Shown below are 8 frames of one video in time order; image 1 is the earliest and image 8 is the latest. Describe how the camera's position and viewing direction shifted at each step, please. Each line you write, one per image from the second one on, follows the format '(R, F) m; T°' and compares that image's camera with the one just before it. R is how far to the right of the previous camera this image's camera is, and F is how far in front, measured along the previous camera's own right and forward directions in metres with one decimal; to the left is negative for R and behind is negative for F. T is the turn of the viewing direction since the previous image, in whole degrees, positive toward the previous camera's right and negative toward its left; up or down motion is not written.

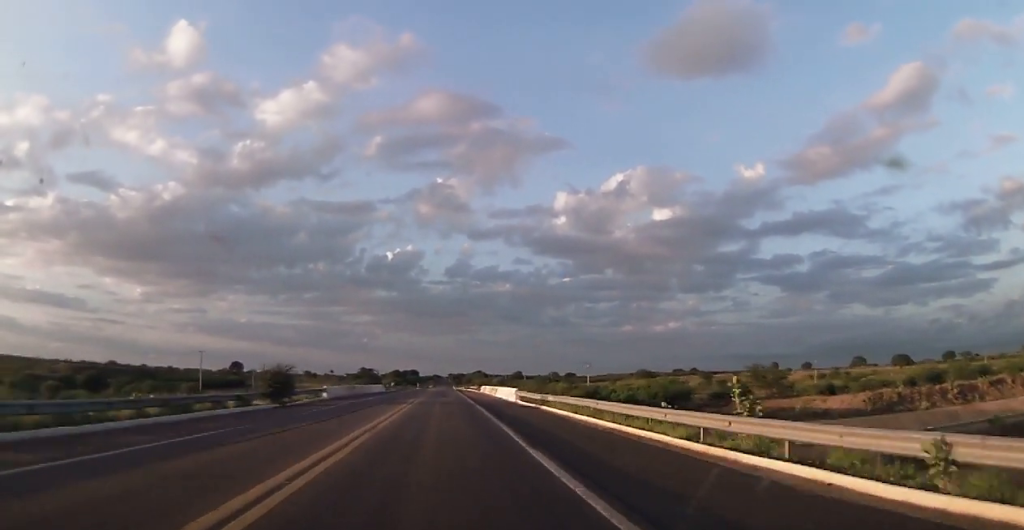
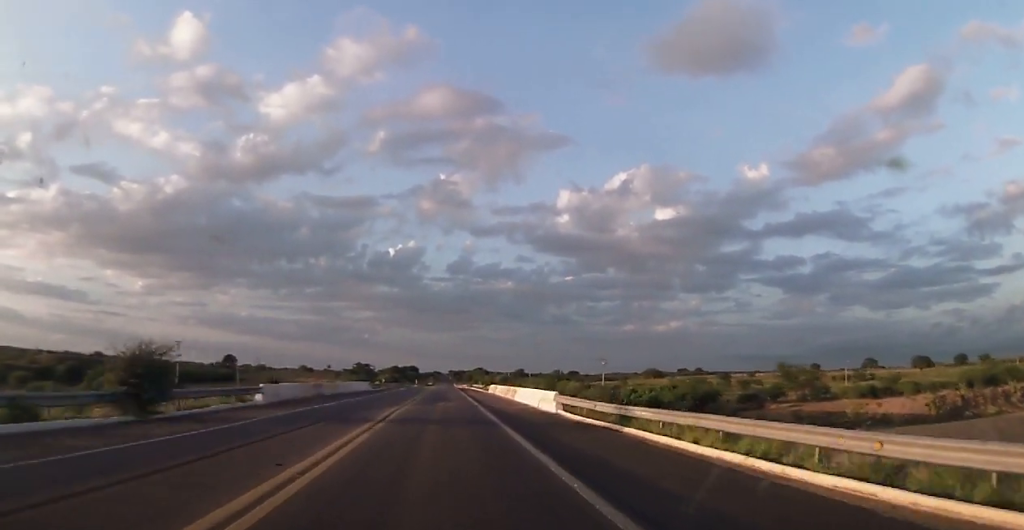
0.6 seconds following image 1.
(-0.1, +17.3) m; 0°
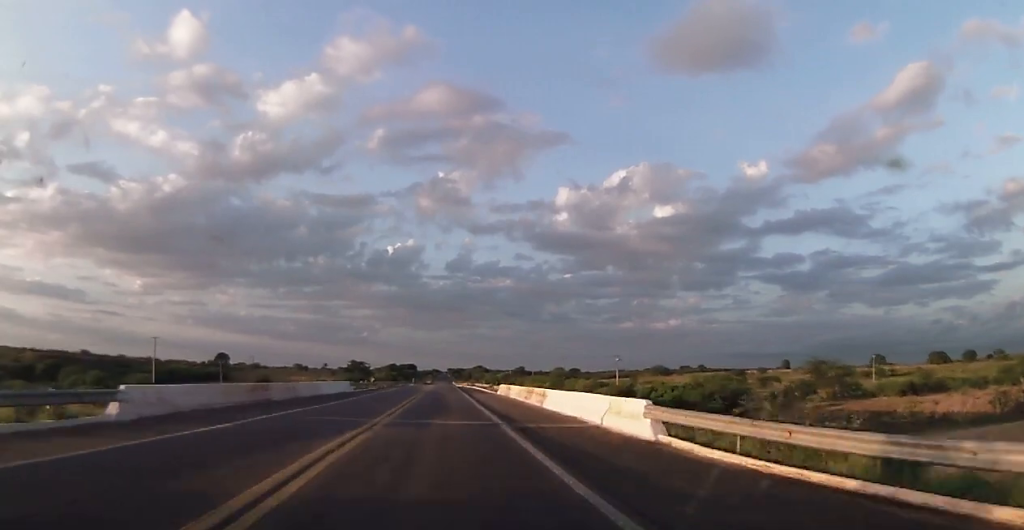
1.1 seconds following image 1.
(-0.1, +14.4) m; 0°
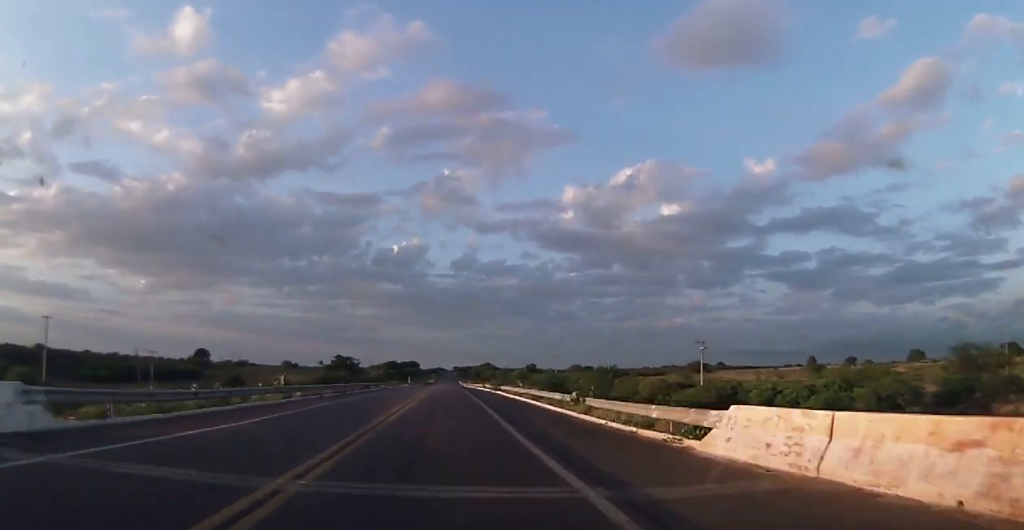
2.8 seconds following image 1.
(+0.3, +48.8) m; 0°
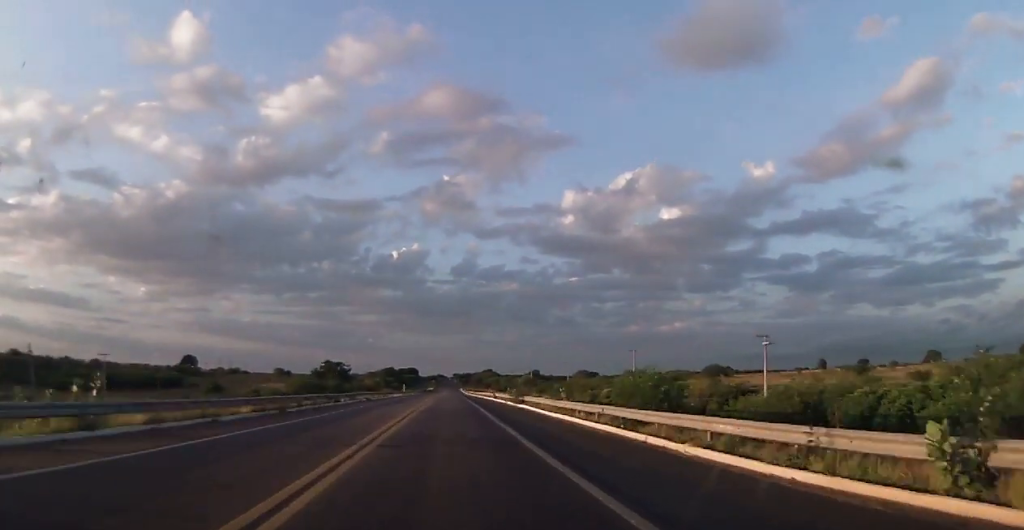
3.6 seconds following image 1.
(0.0, +21.3) m; 0°
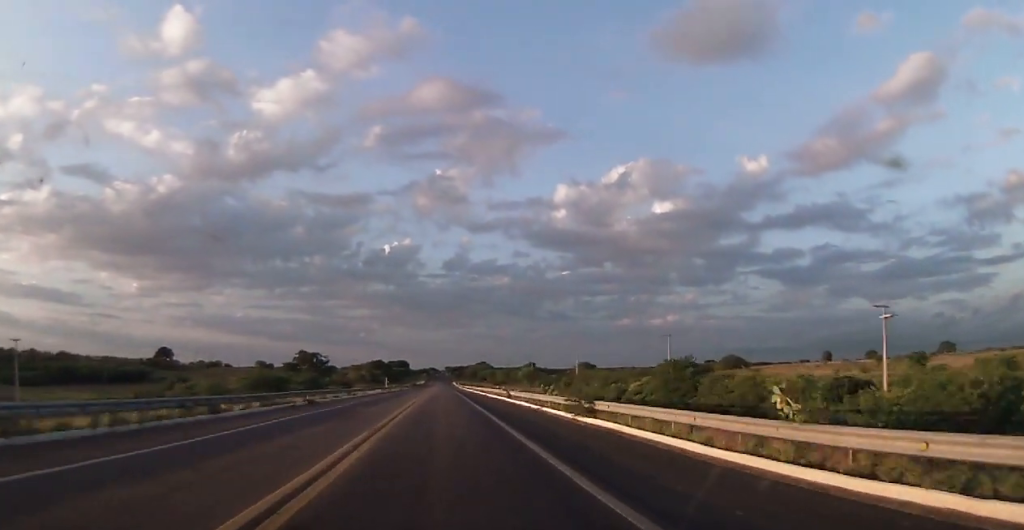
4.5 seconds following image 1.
(0.0, +25.9) m; 0°
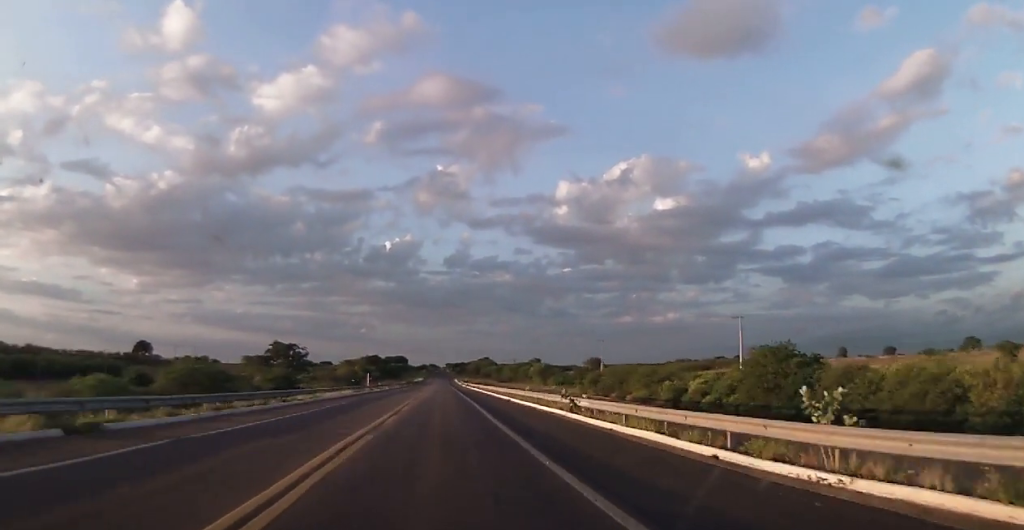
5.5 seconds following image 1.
(0.0, +27.8) m; 0°
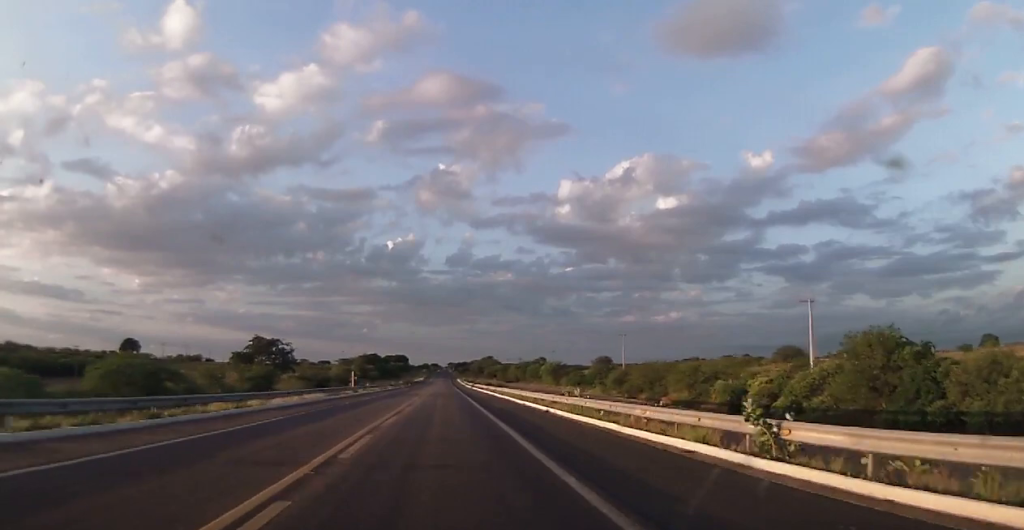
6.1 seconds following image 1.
(0.0, +16.7) m; 0°
